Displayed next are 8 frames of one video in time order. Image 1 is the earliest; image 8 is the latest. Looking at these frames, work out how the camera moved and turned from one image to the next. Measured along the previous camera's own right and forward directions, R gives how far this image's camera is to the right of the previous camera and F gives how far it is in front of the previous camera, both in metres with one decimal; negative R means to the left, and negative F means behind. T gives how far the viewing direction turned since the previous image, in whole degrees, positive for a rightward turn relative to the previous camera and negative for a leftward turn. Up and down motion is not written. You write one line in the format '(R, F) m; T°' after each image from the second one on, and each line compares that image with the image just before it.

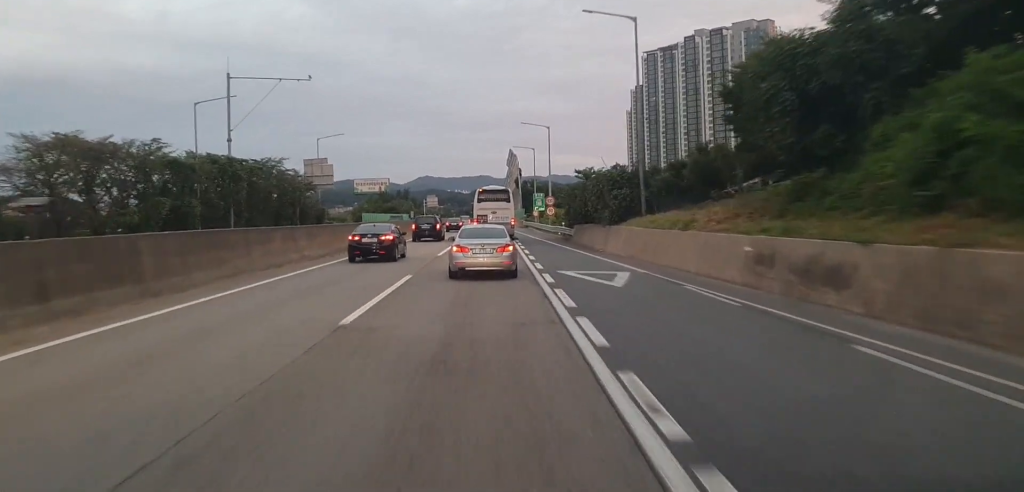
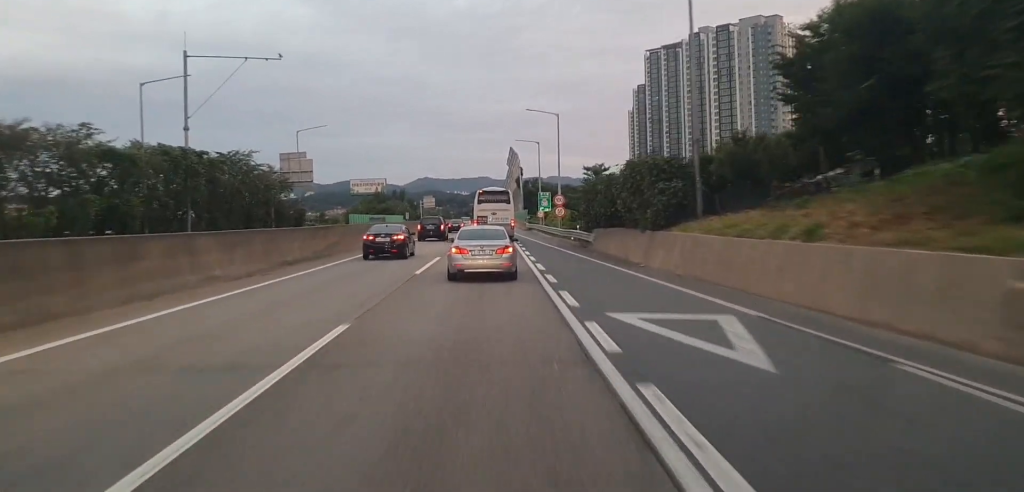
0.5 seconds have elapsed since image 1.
(0.0, +10.1) m; 0°
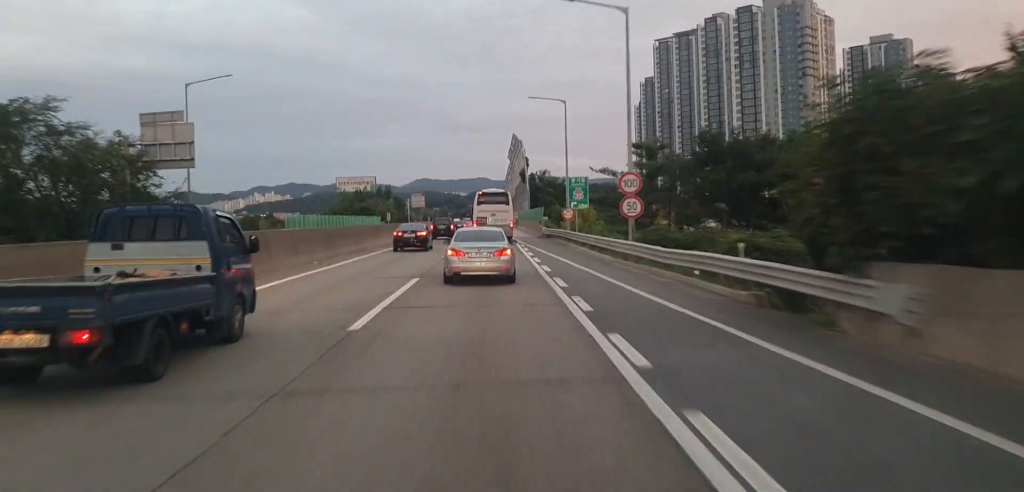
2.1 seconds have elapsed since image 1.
(0.0, +32.1) m; 0°
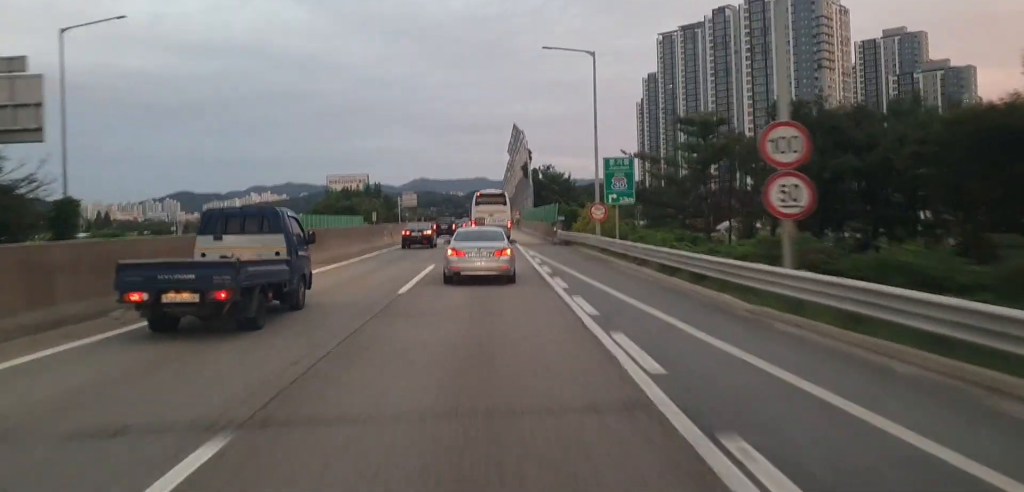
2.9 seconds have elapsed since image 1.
(+0.2, +16.3) m; 0°
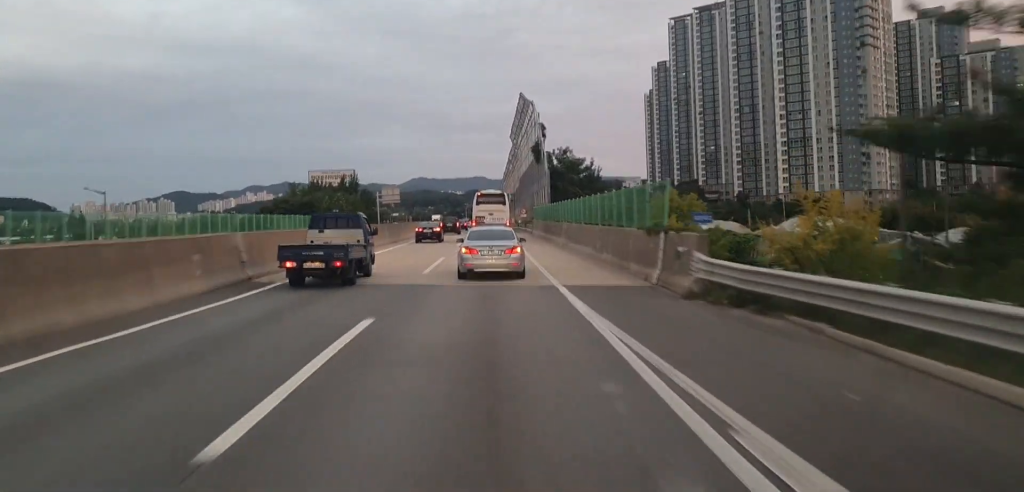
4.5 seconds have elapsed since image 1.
(-0.4, +33.6) m; -1°
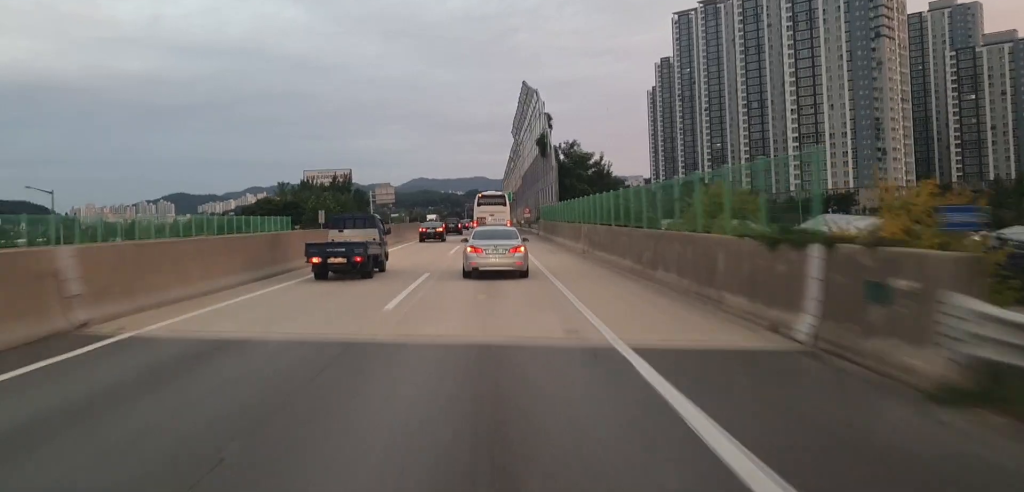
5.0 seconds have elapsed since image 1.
(-0.1, +10.0) m; +1°
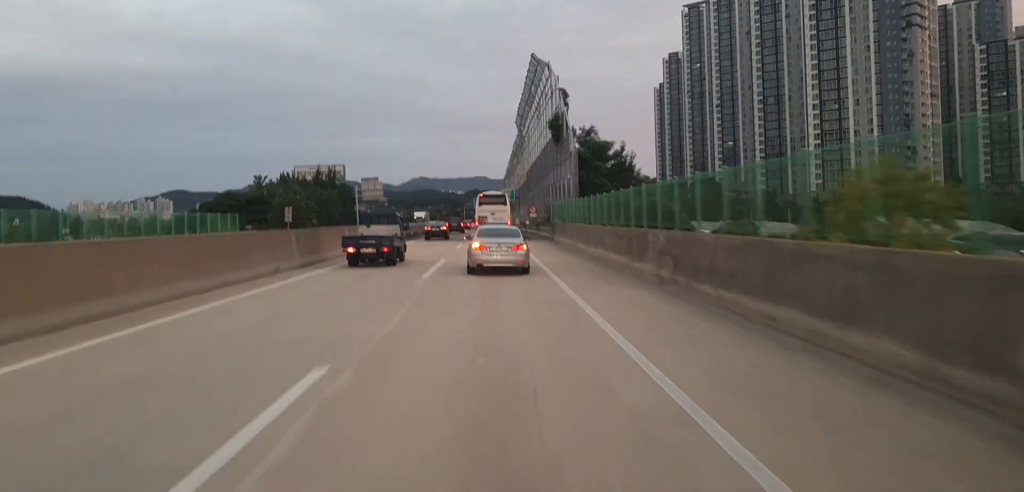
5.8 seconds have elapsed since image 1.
(+0.2, +15.1) m; +1°
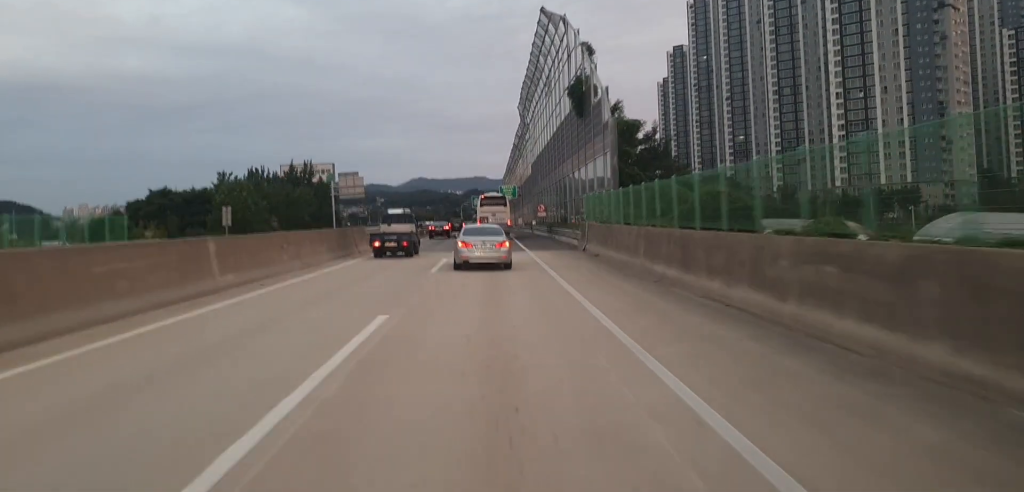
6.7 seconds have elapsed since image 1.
(+0.1, +18.2) m; 0°
